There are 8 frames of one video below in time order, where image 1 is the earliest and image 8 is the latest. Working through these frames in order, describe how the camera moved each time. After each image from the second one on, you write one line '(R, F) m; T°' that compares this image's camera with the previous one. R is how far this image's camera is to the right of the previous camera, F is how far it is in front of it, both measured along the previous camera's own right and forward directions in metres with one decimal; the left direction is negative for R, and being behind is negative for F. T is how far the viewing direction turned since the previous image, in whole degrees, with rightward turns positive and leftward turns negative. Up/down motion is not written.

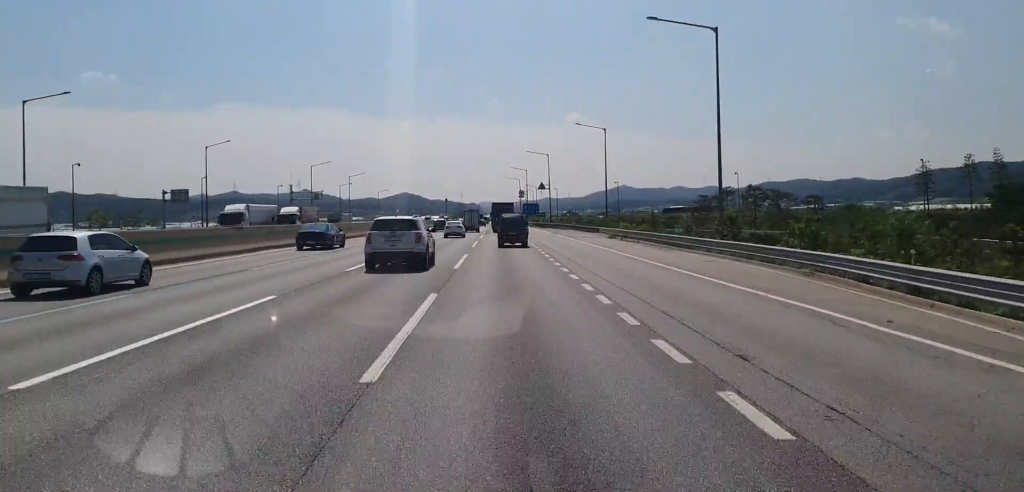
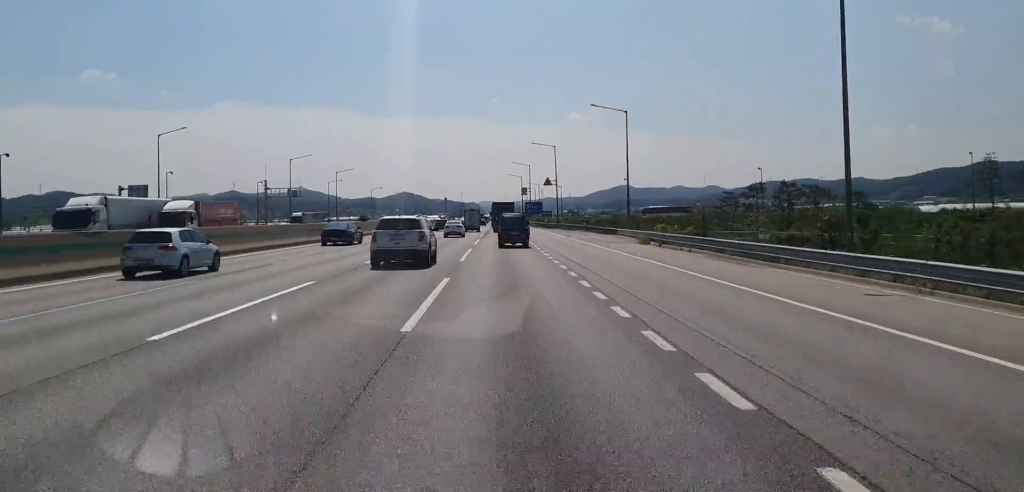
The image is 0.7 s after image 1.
(-0.1, +15.2) m; 0°
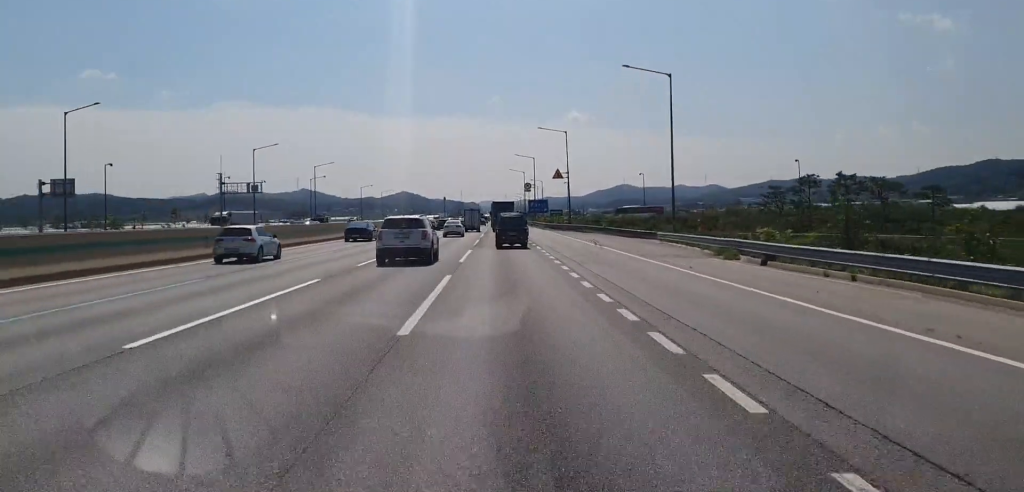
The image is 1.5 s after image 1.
(-0.2, +18.1) m; 0°
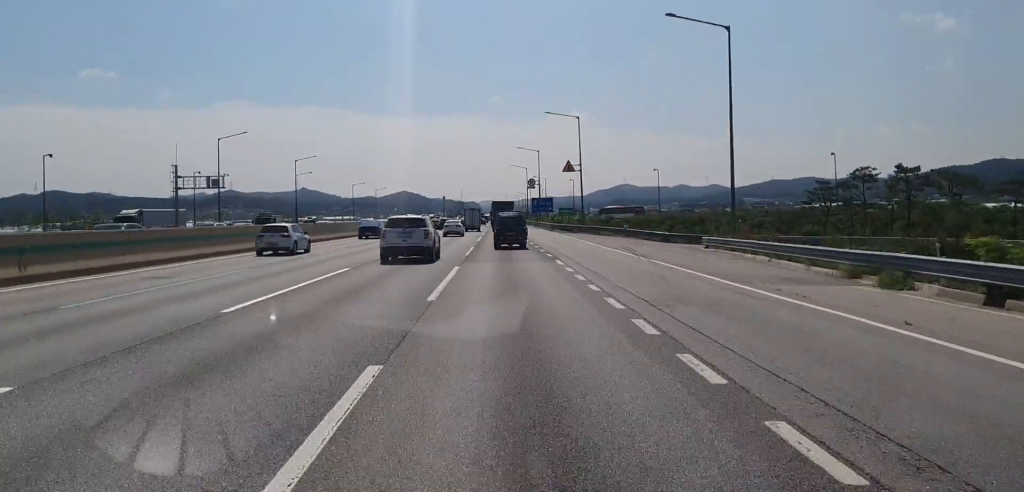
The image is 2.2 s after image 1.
(+0.2, +13.8) m; 0°
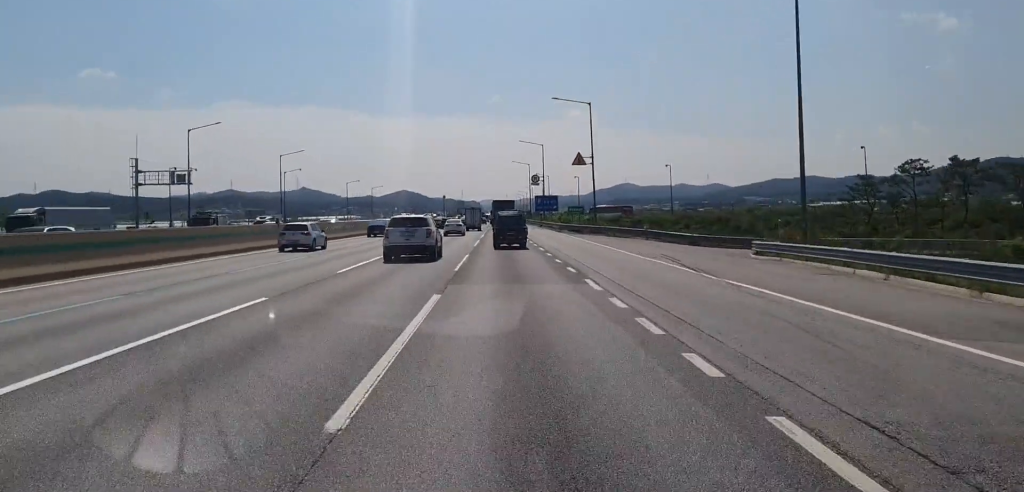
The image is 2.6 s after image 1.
(0.0, +10.2) m; 0°
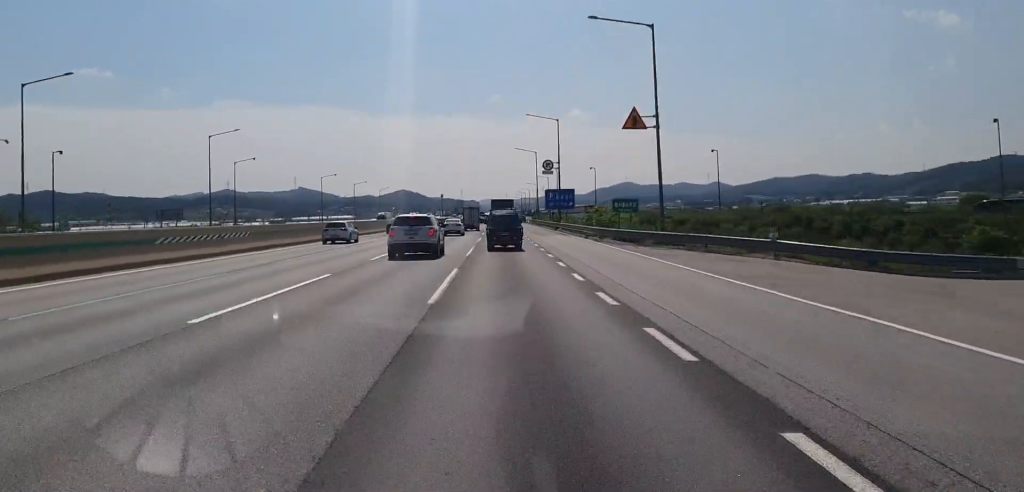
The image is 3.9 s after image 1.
(+0.1, +28.6) m; 0°
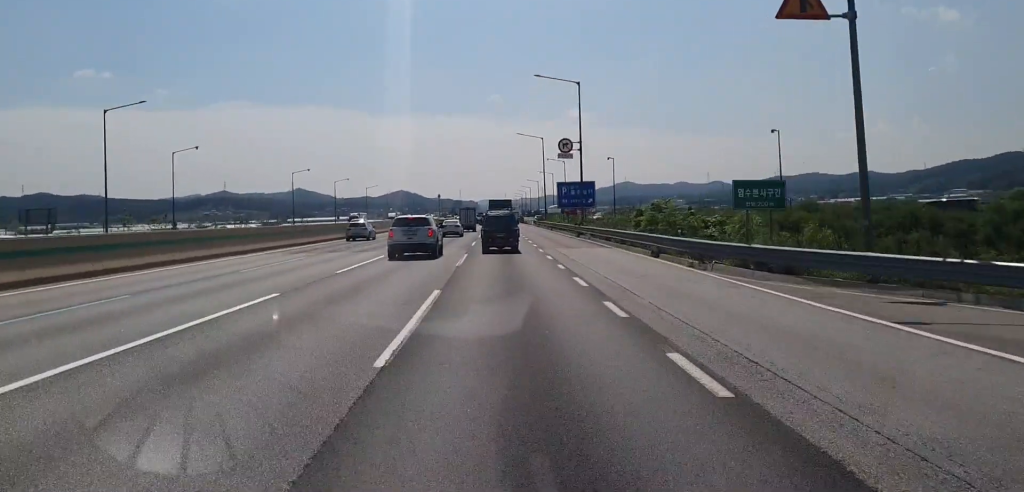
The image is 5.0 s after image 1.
(-0.3, +24.0) m; -1°
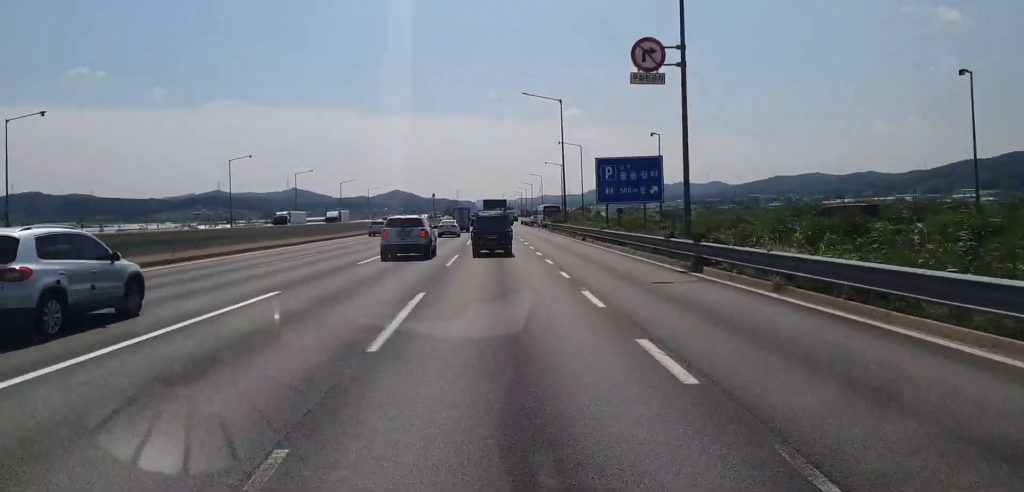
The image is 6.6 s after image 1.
(+0.3, +34.4) m; +1°
